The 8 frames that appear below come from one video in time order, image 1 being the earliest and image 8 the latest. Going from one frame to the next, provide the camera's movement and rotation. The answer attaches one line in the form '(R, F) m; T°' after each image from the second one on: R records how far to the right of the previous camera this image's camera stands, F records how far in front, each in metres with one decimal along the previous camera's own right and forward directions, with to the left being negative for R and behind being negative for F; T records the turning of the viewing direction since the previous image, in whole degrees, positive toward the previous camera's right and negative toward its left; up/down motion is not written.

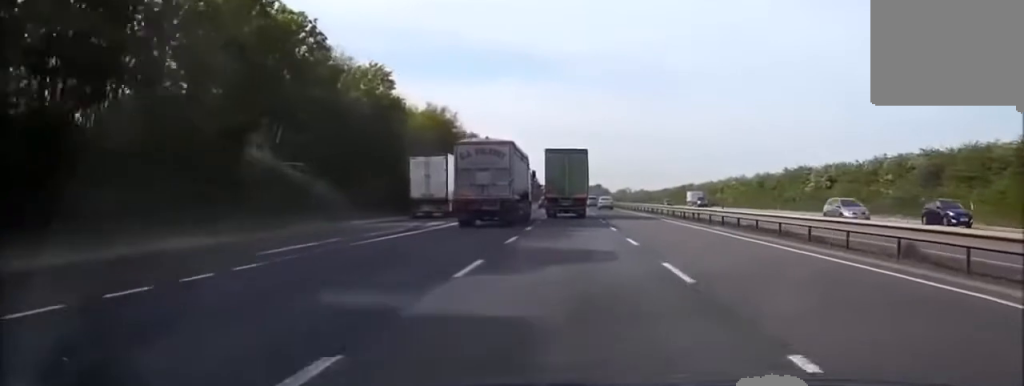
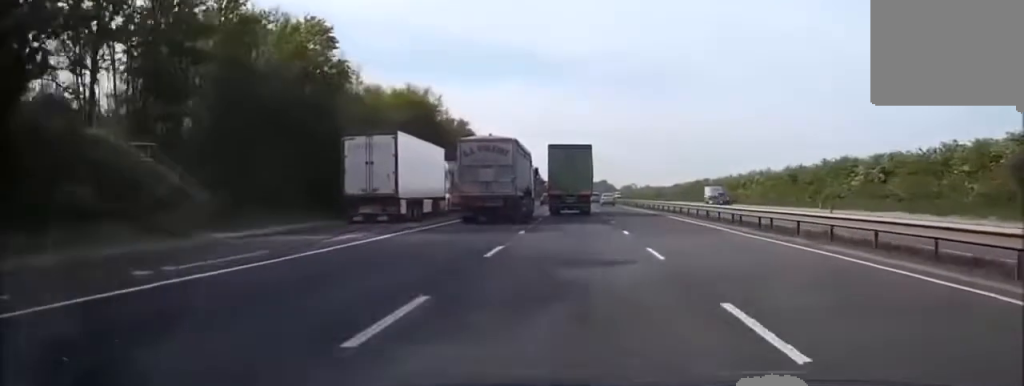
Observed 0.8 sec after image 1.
(-0.1, +14.5) m; -1°
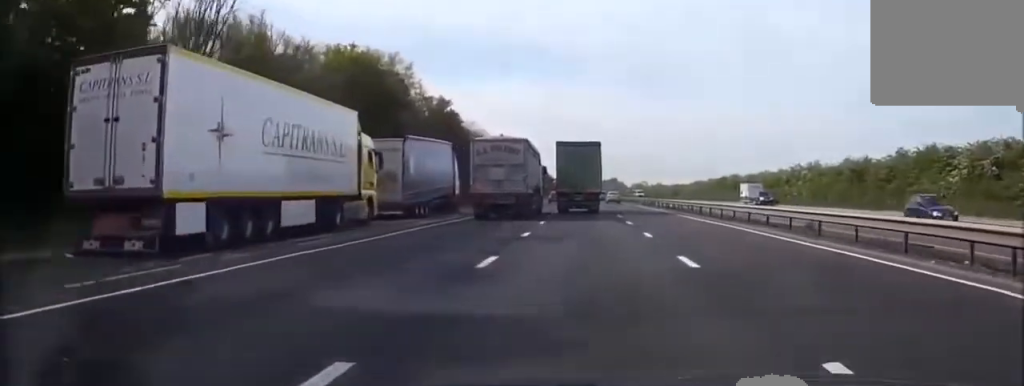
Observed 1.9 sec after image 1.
(-0.2, +21.0) m; 0°
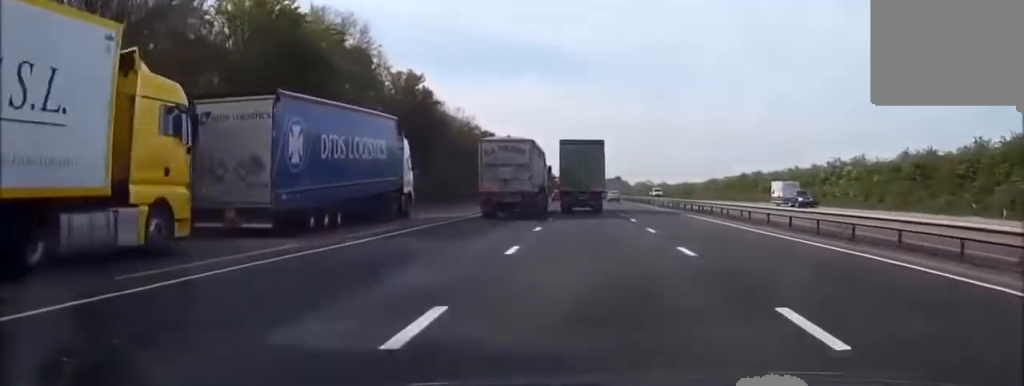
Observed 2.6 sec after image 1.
(0.0, +14.7) m; +1°
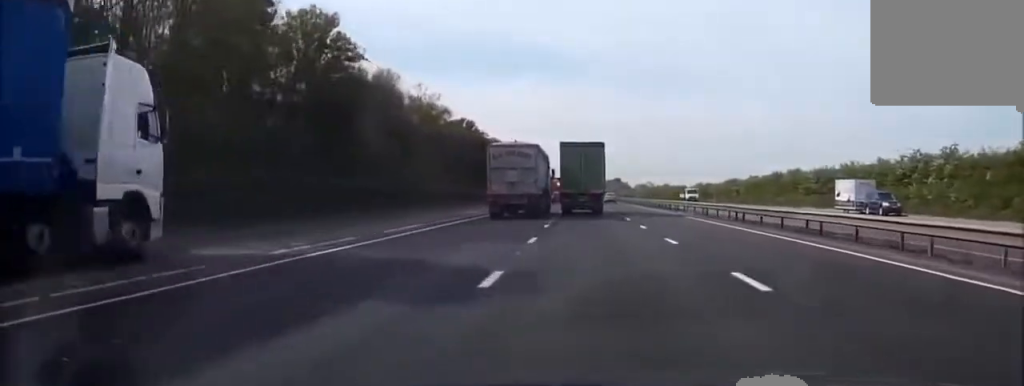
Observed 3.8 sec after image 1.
(+0.2, +23.0) m; 0°
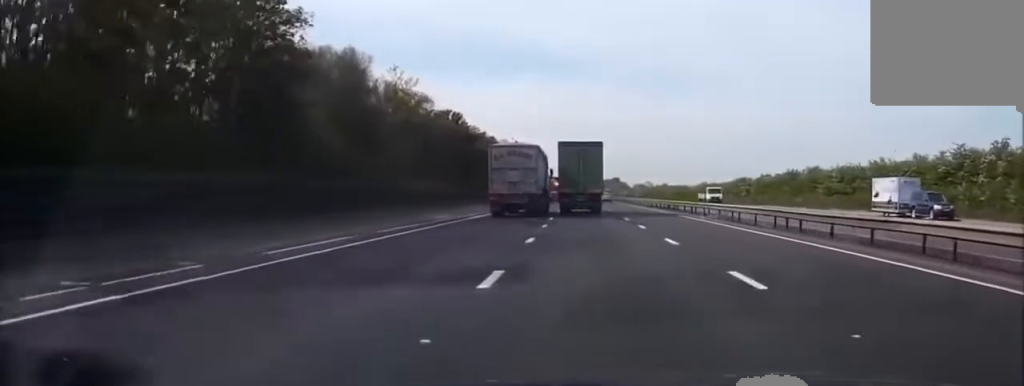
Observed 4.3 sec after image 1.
(-0.1, +9.1) m; 0°
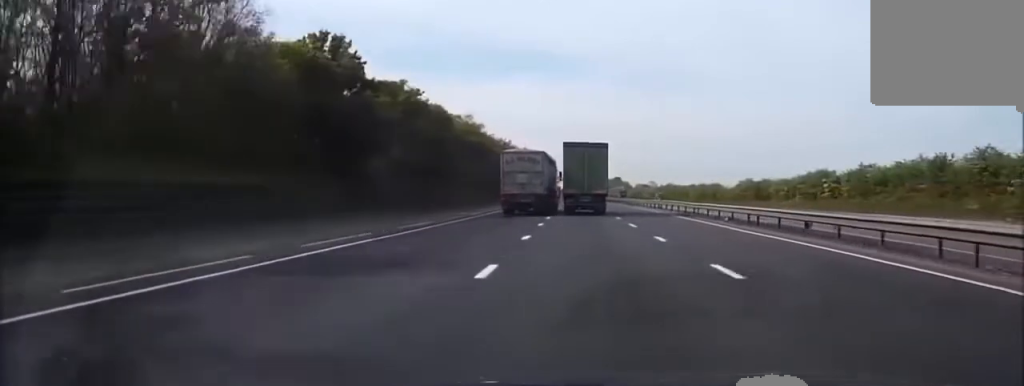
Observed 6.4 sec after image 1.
(0.0, +43.1) m; 0°
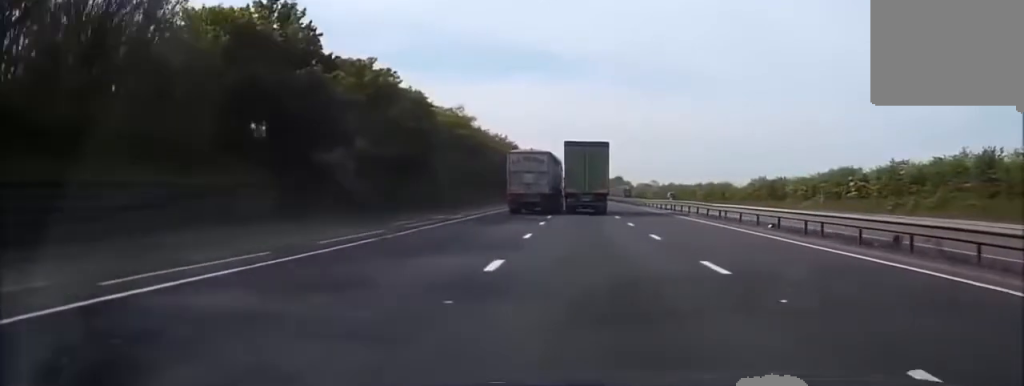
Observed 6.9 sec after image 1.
(0.0, +8.6) m; 0°
